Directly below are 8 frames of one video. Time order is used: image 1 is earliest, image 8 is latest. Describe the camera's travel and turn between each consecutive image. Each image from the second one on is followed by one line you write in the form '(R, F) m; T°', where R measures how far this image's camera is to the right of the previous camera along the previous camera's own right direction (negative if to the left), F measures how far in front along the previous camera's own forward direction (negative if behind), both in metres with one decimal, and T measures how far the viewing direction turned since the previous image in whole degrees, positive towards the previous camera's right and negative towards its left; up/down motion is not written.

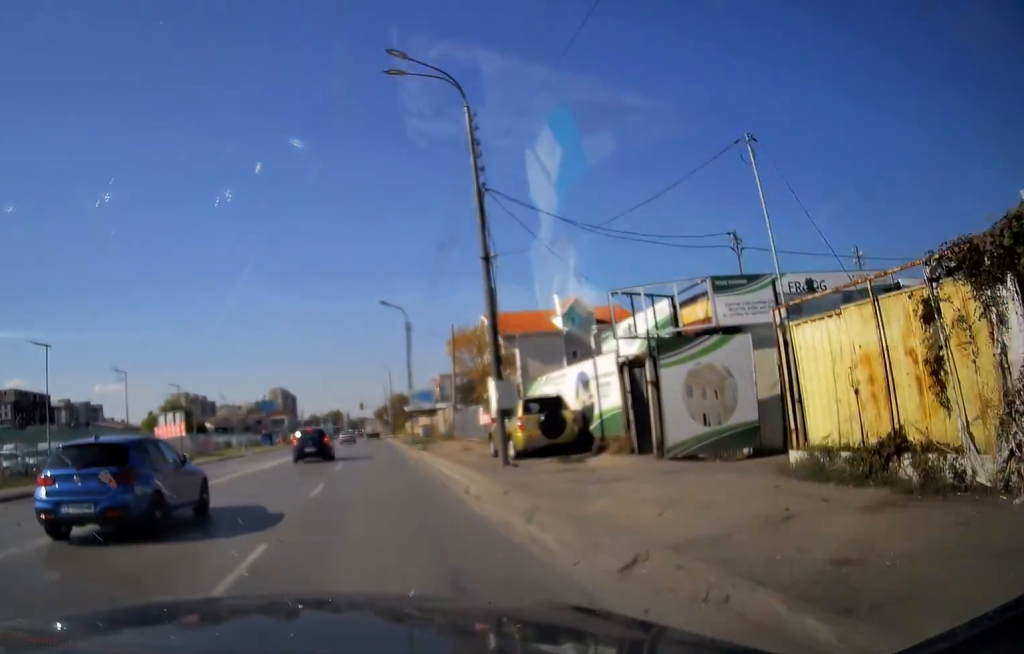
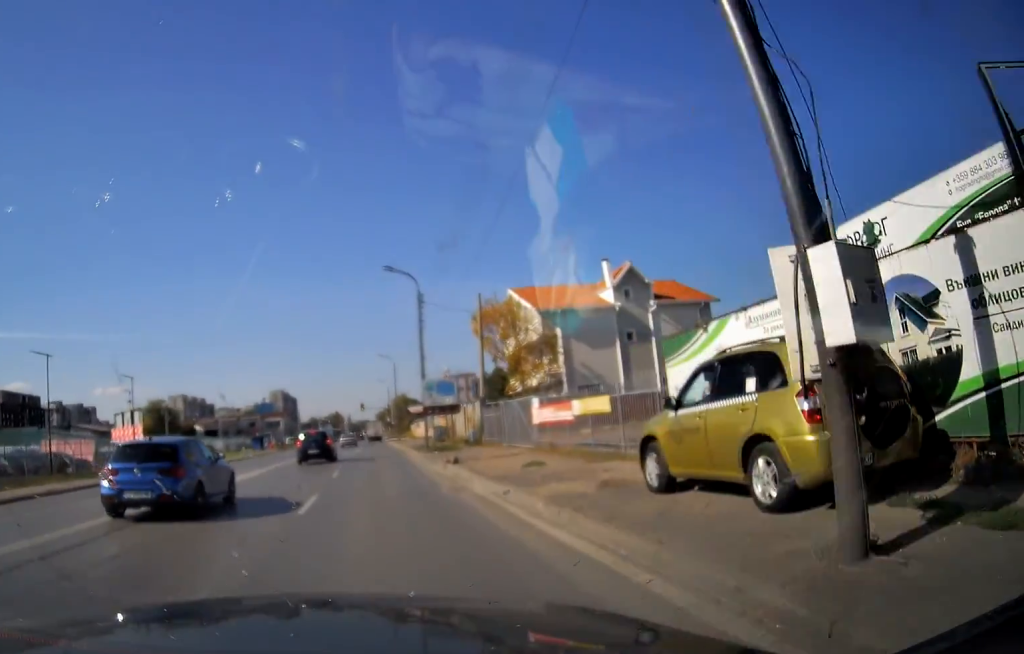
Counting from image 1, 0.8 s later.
(-0.2, +11.7) m; 0°
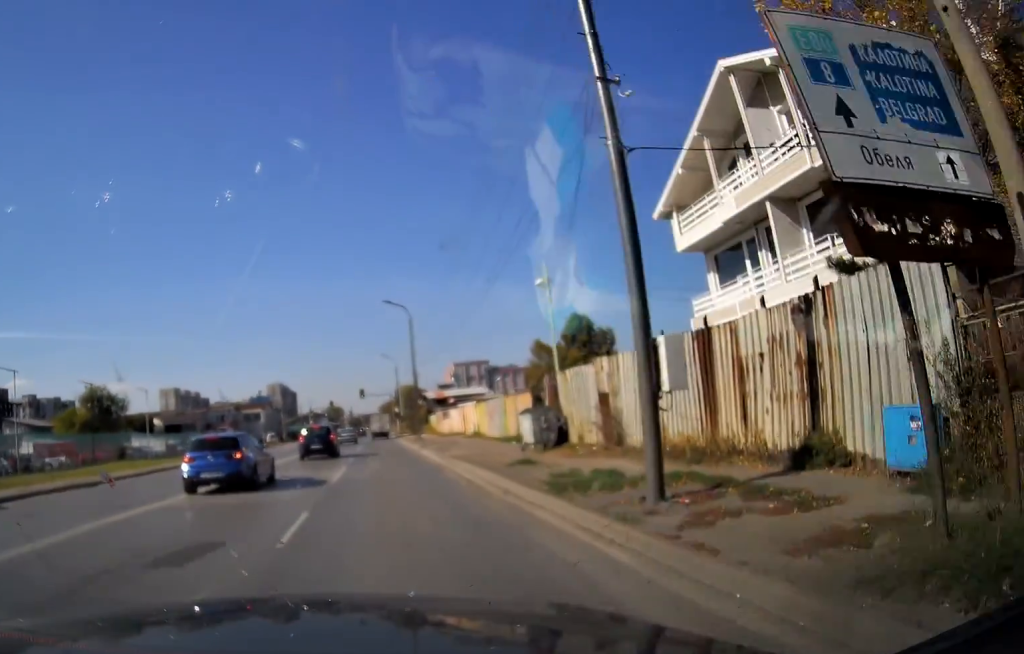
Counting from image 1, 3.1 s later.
(+0.6, +31.4) m; +1°
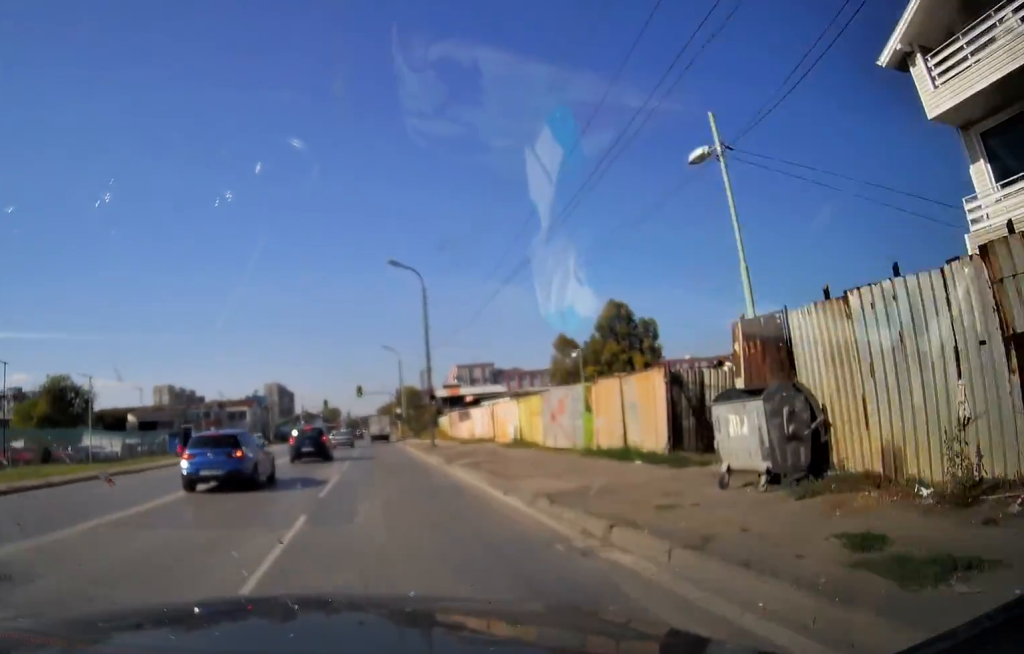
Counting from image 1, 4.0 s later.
(-0.1, +12.7) m; -1°
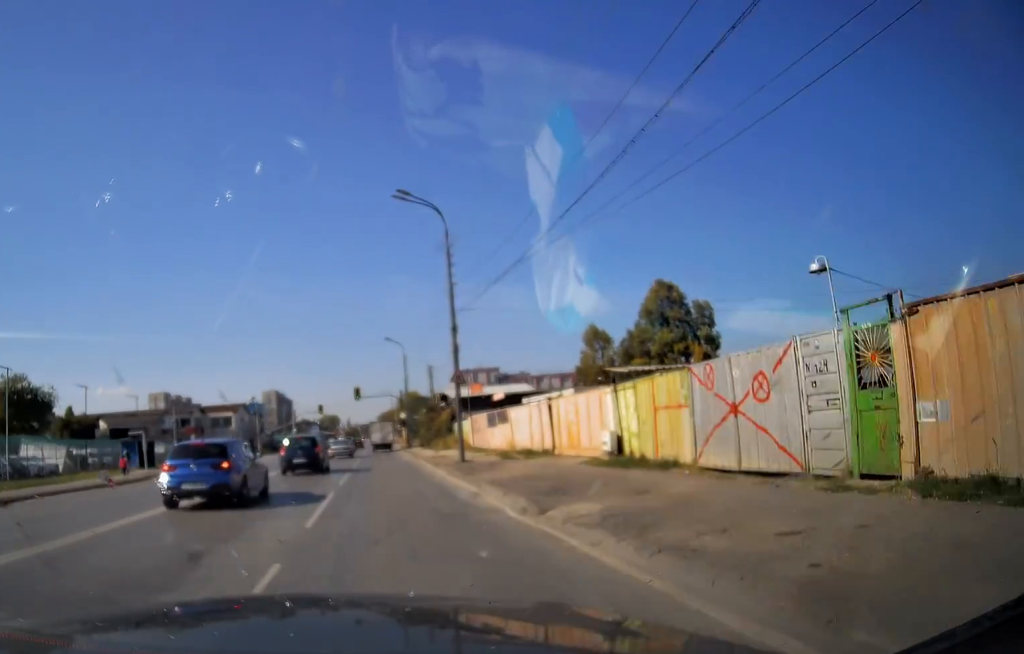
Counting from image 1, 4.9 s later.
(0.0, +12.2) m; -1°
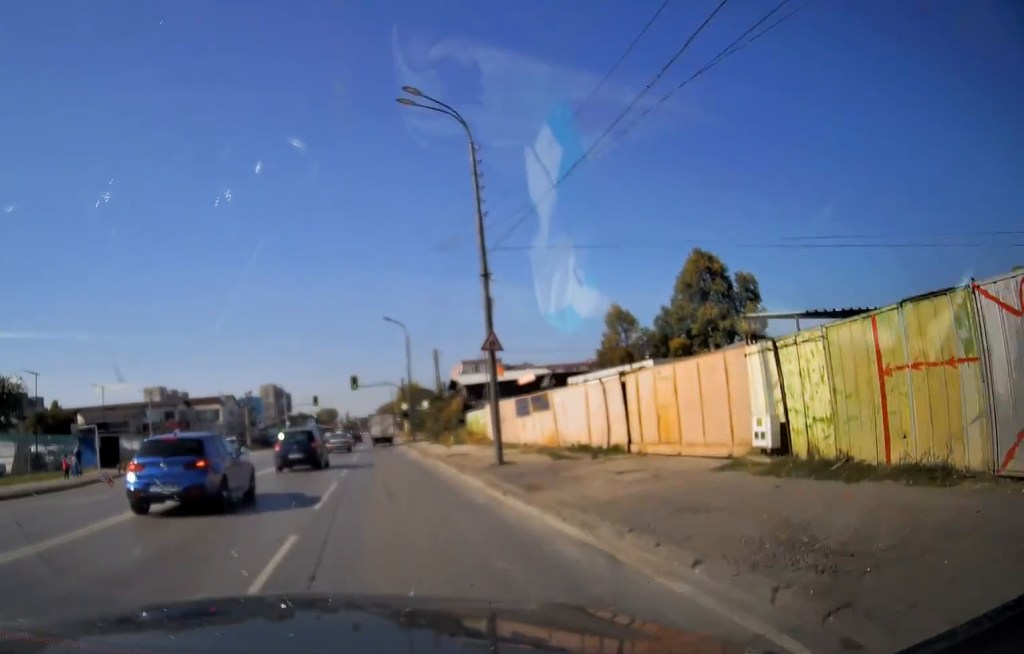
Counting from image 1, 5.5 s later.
(-0.1, +7.6) m; 0°
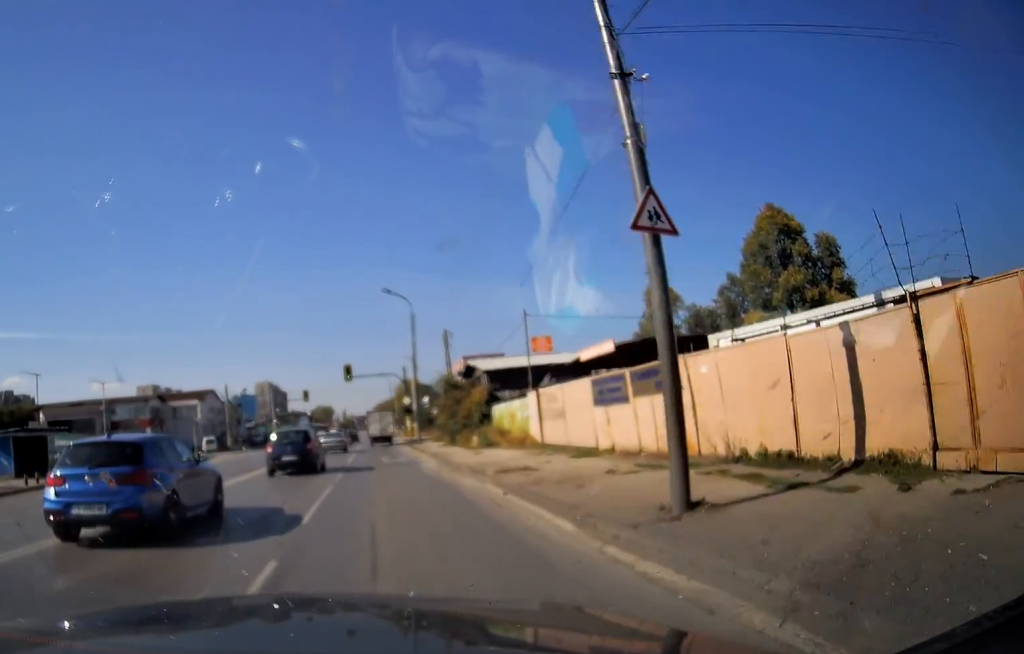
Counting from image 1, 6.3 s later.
(0.0, +10.6) m; +1°
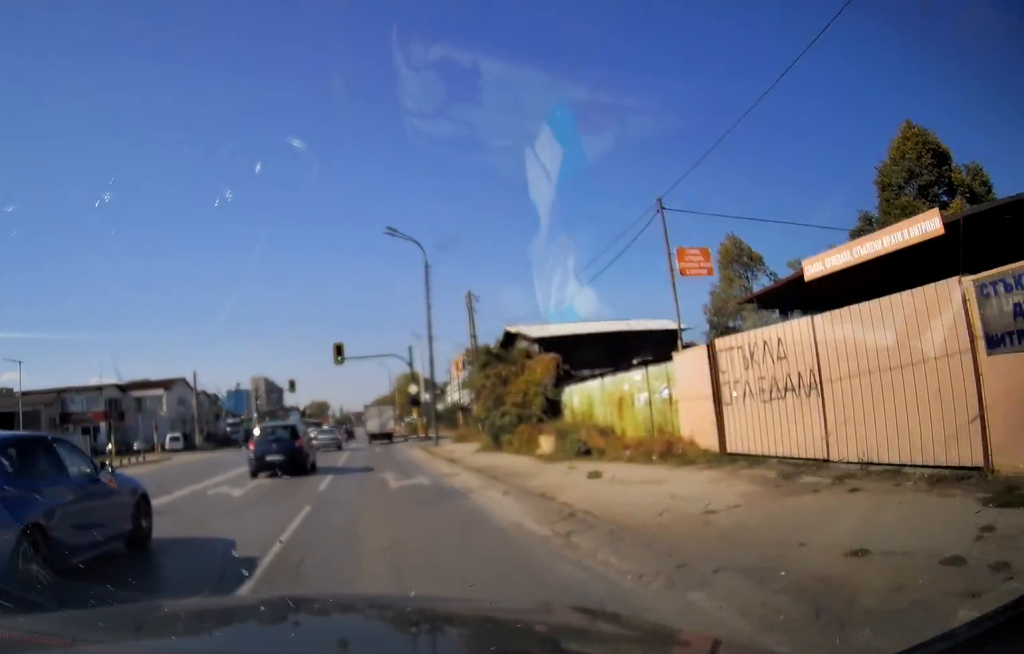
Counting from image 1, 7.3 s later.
(+0.1, +13.2) m; 0°
